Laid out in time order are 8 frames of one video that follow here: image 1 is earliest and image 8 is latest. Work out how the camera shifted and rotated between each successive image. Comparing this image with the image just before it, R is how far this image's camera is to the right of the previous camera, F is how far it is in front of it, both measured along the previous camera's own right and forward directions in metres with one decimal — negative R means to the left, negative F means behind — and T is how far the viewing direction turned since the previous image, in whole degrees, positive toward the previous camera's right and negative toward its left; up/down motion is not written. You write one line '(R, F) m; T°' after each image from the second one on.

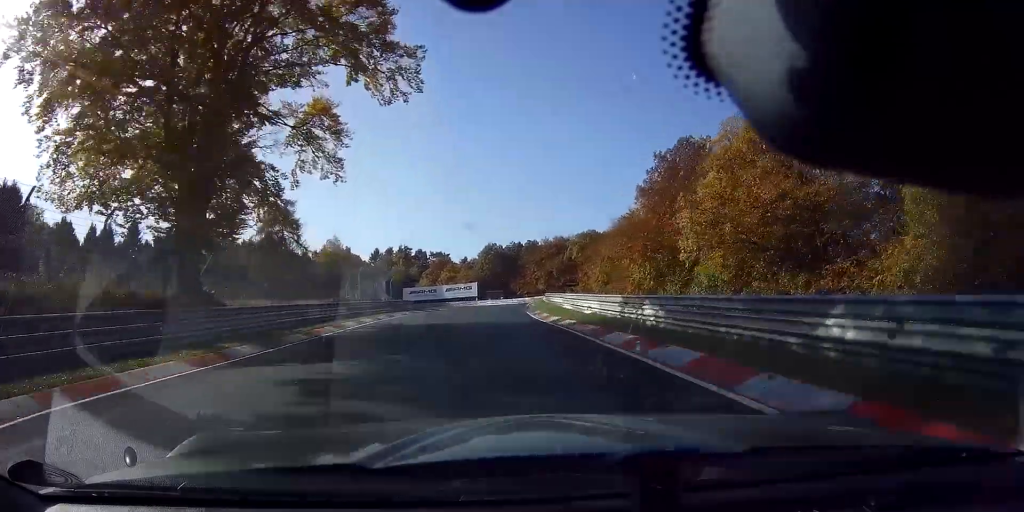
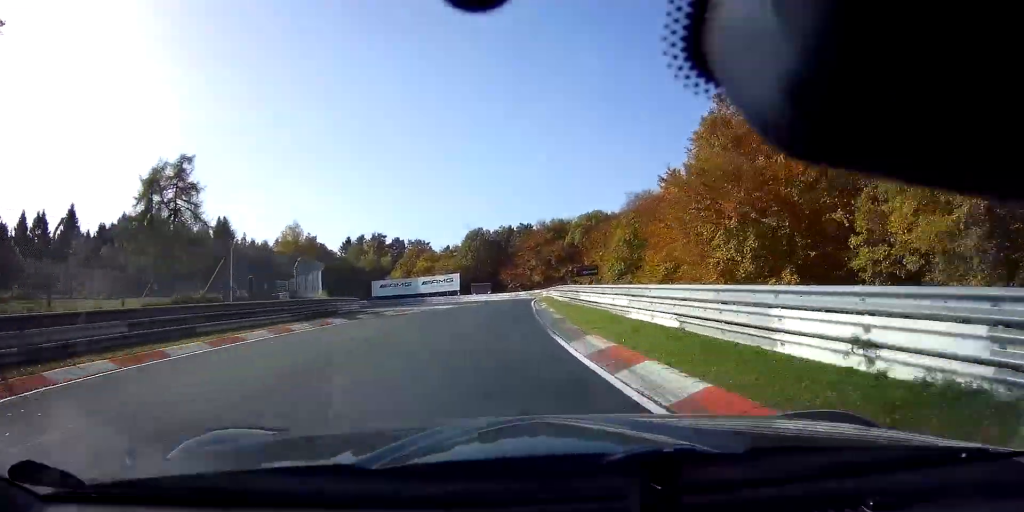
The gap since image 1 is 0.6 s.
(+0.4, +19.5) m; +1°
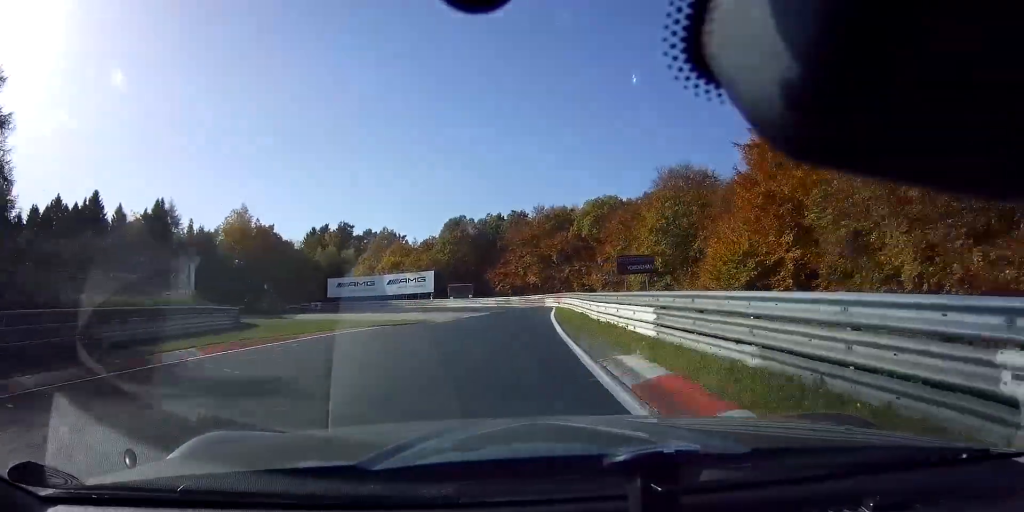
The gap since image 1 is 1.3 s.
(+0.3, +19.9) m; 0°
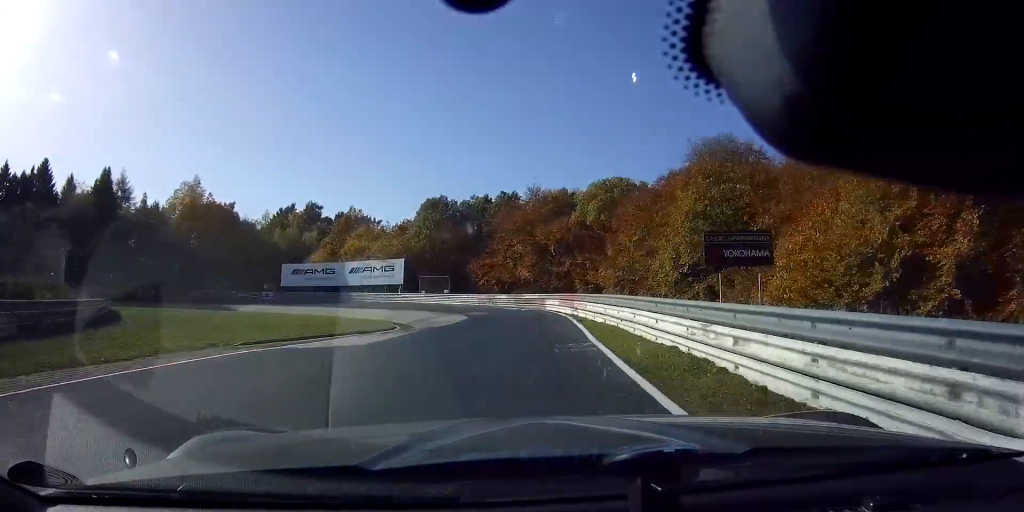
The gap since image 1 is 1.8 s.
(+0.5, +13.5) m; -1°
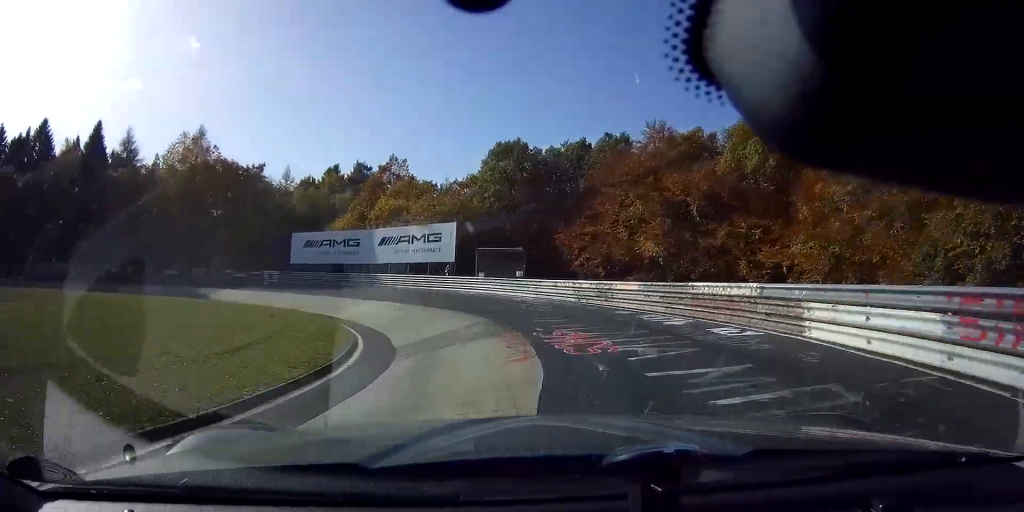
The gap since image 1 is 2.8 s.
(-1.4, +23.1) m; -14°
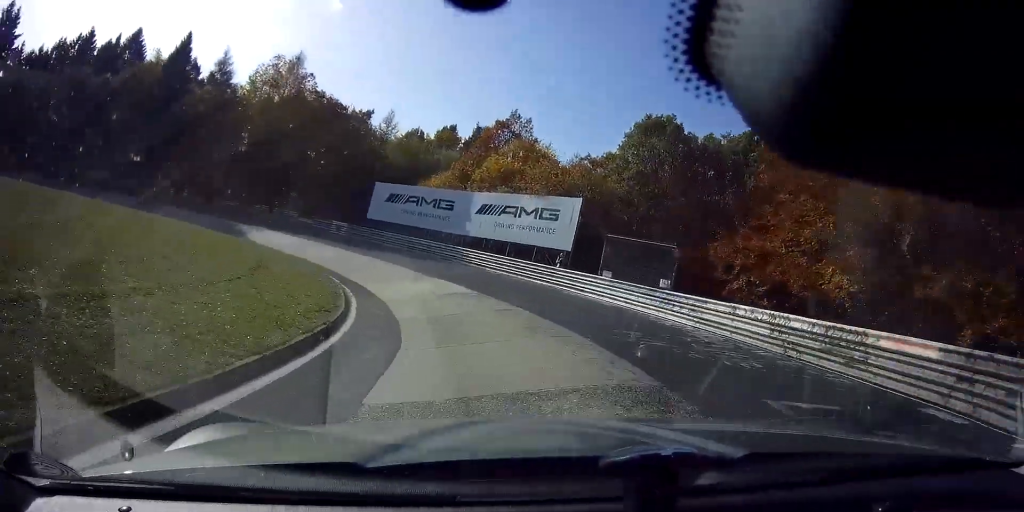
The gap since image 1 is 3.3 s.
(-1.1, +10.3) m; -12°
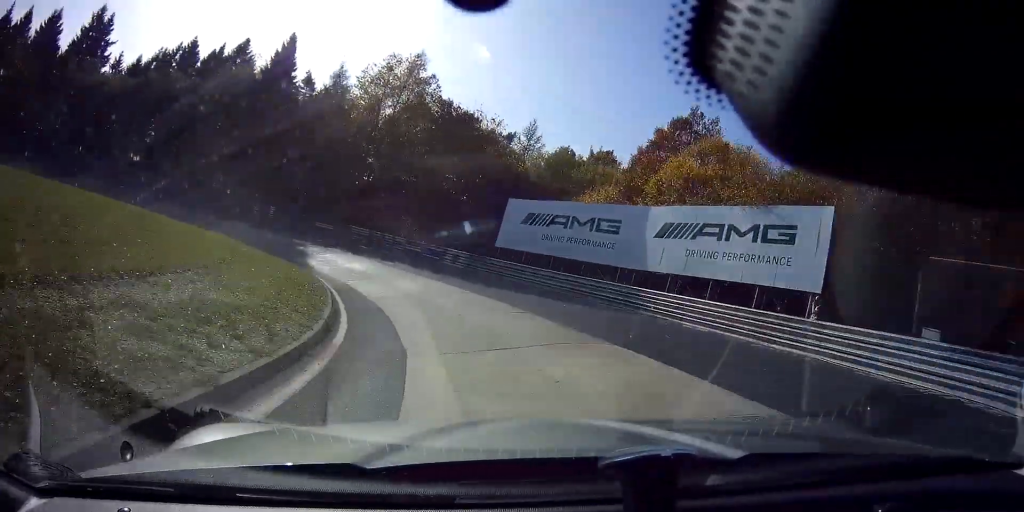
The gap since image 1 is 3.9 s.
(-0.8, +12.3) m; -18°
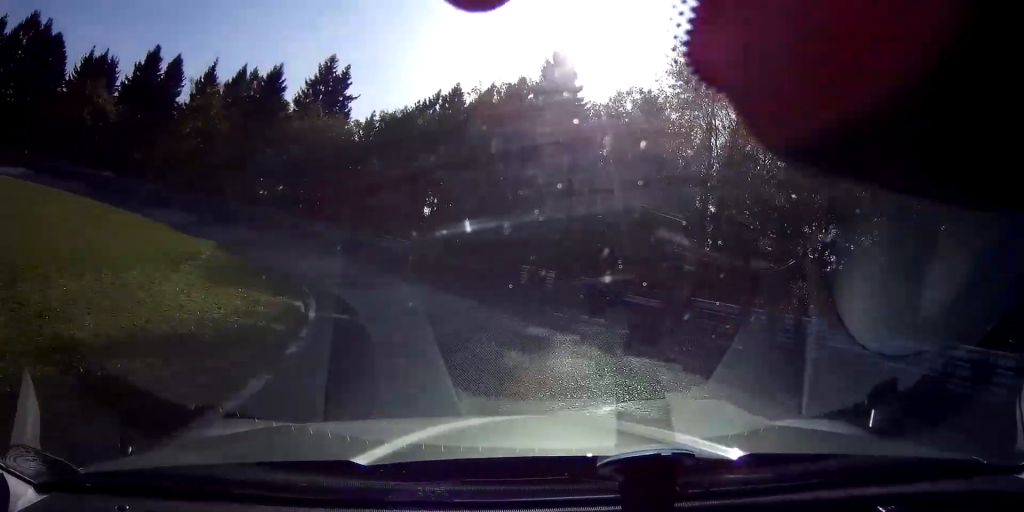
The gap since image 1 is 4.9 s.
(-6.0, +19.2) m; -37°
